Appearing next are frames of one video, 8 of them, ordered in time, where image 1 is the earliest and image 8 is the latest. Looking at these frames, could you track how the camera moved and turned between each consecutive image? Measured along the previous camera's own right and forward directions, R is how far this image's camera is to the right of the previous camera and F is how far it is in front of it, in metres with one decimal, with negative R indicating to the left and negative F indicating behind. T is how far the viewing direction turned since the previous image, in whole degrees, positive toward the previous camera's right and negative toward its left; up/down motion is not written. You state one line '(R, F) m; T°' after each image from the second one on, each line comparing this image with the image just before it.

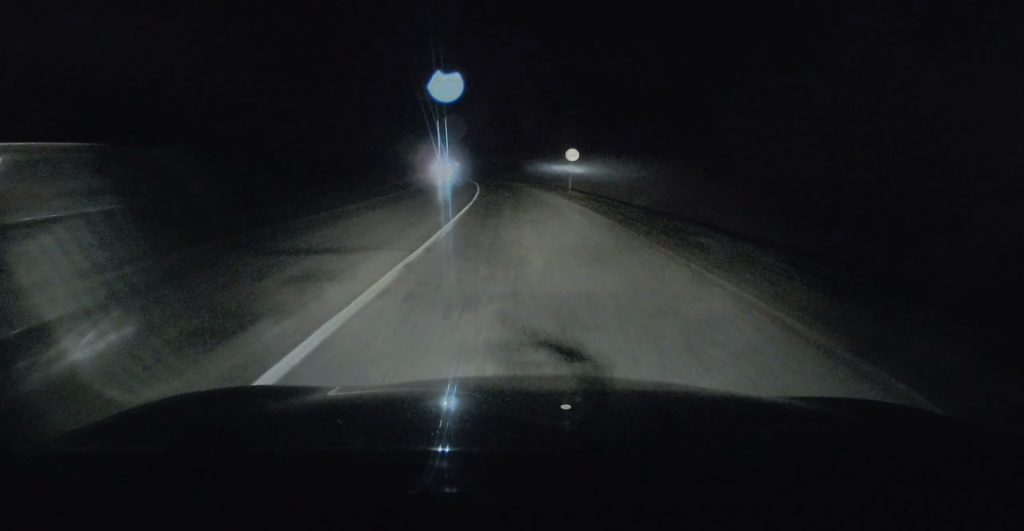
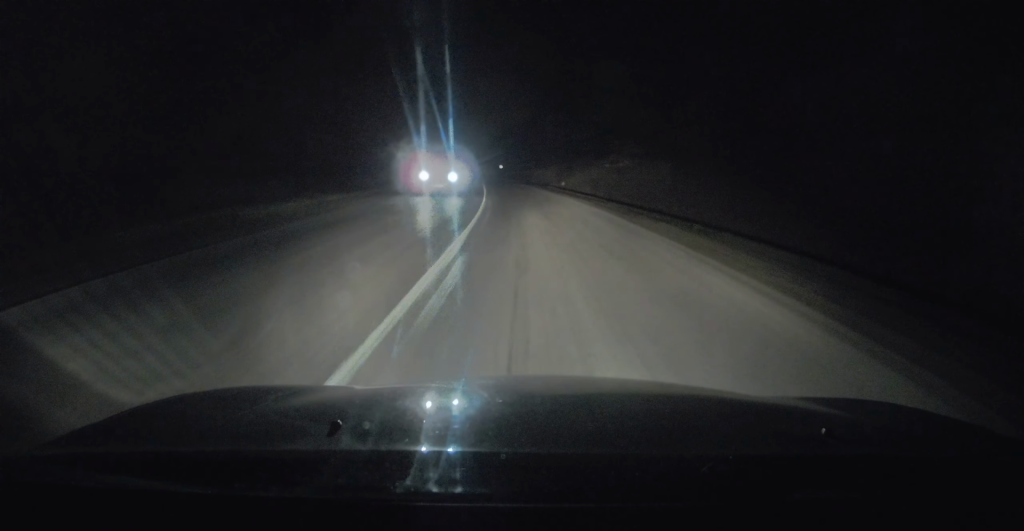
(-1.7, +35.9) m; -4°
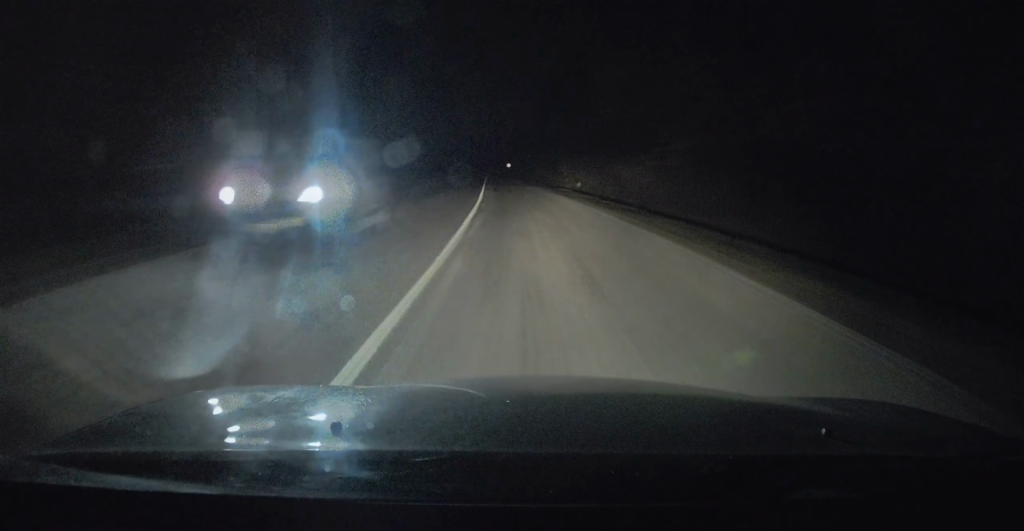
(-0.1, +9.8) m; -1°
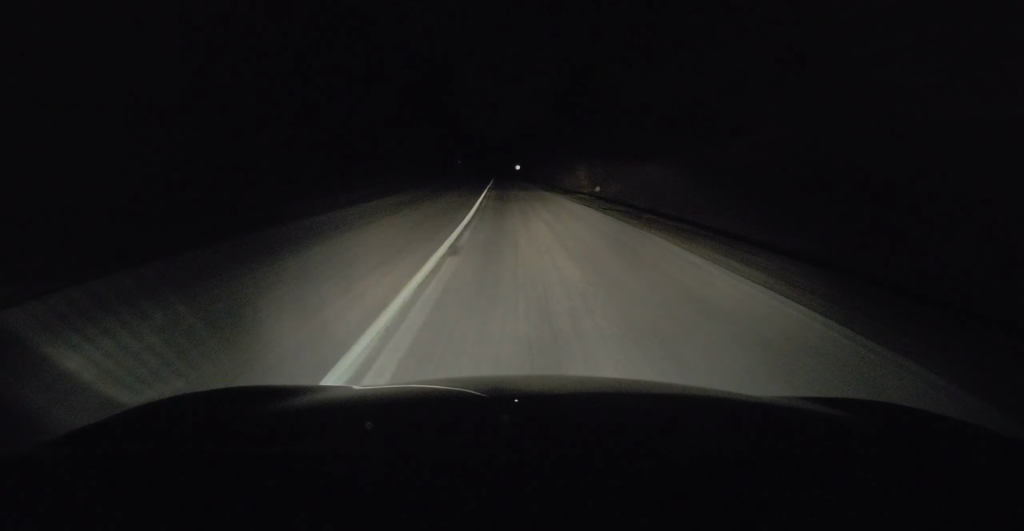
(-0.1, +8.5) m; -1°
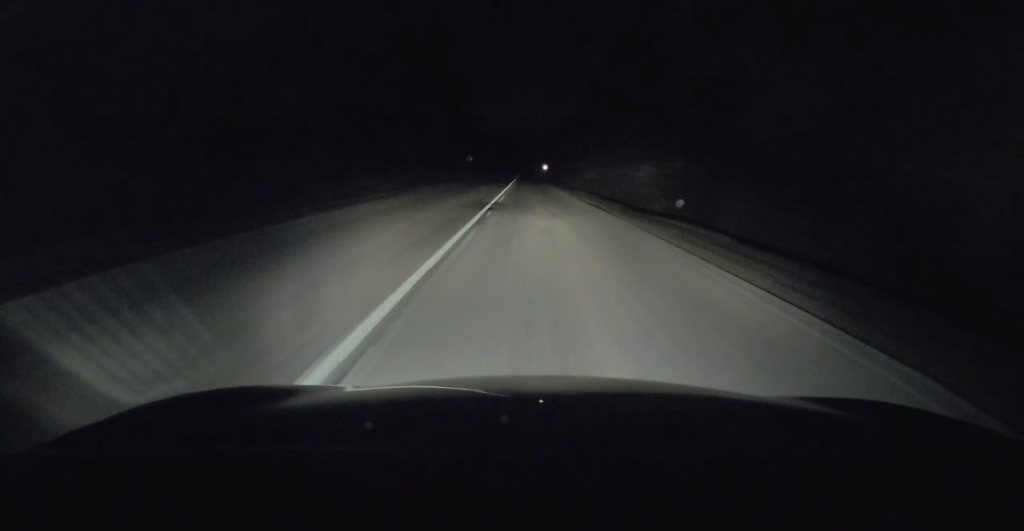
(-0.4, +22.1) m; -2°
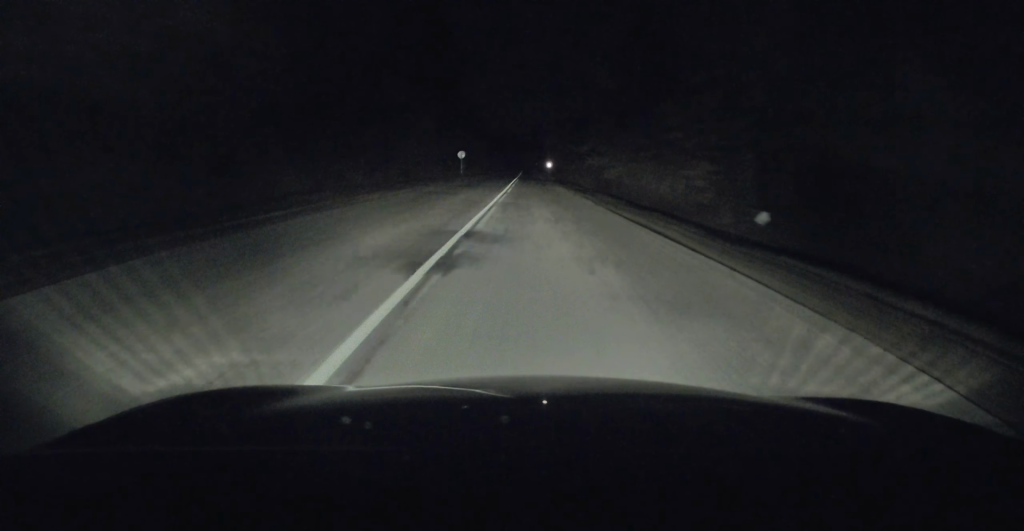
(-0.1, +11.7) m; 0°
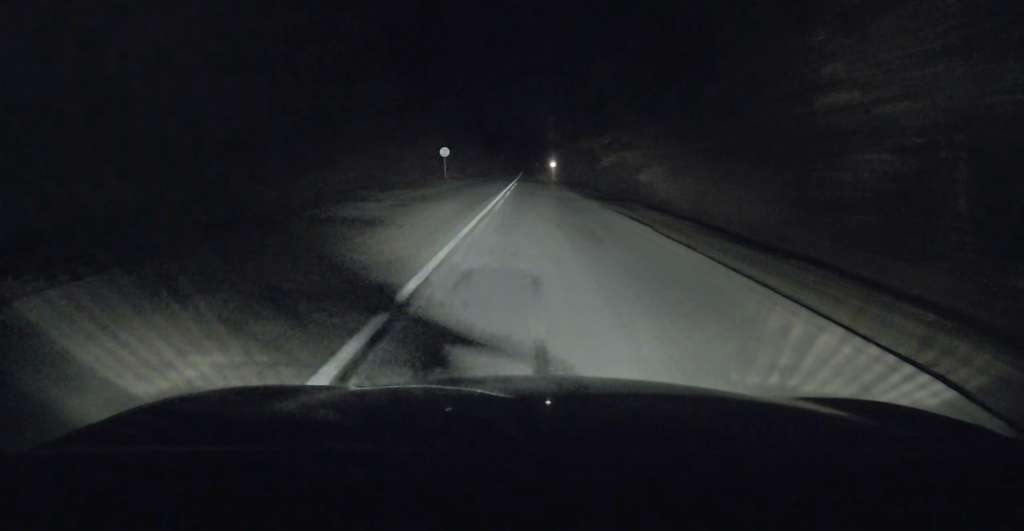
(0.0, +13.7) m; 0°
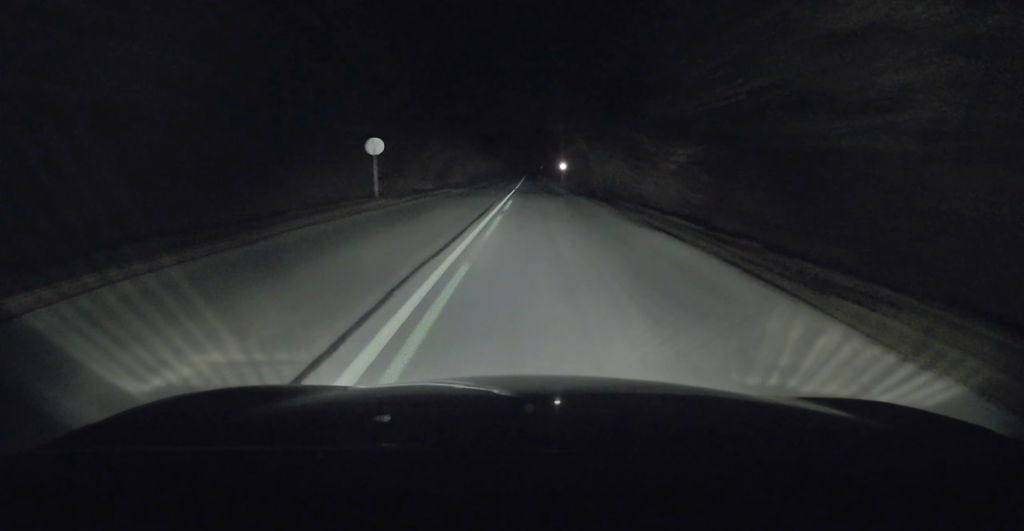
(+0.1, +24.1) m; 0°
